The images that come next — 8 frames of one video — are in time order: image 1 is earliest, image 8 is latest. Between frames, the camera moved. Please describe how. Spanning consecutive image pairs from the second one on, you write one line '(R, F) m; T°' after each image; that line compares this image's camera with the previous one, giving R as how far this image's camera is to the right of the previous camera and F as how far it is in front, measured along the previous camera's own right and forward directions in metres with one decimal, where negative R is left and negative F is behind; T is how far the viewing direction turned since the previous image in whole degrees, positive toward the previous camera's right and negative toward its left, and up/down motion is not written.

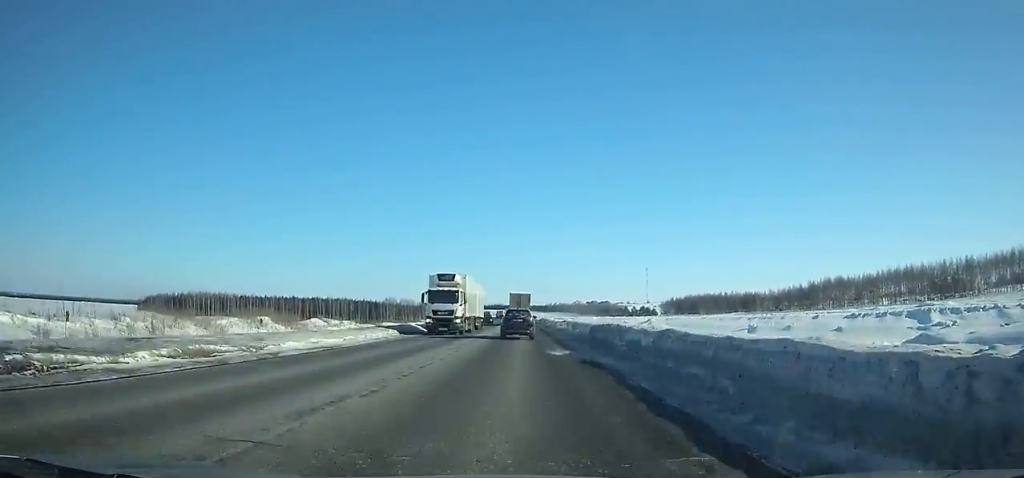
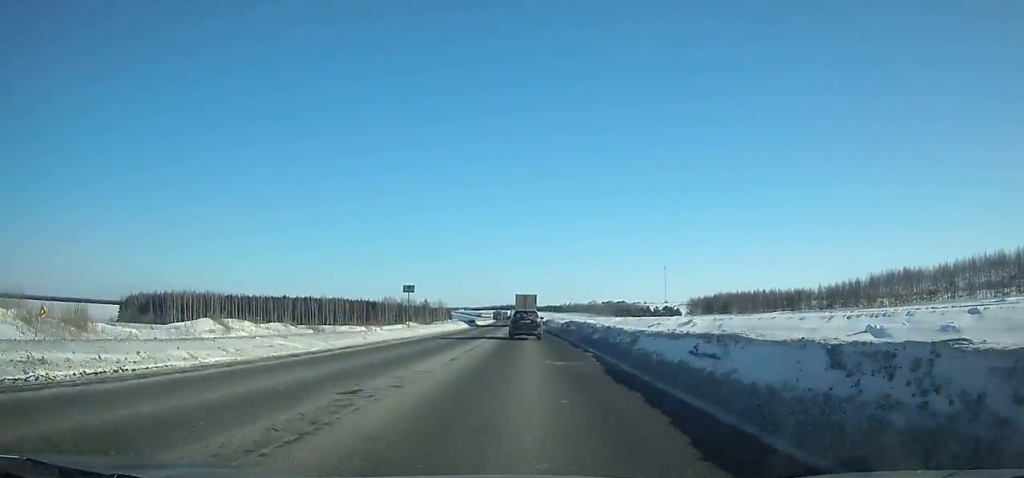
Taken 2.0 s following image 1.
(-0.5, +40.6) m; -1°
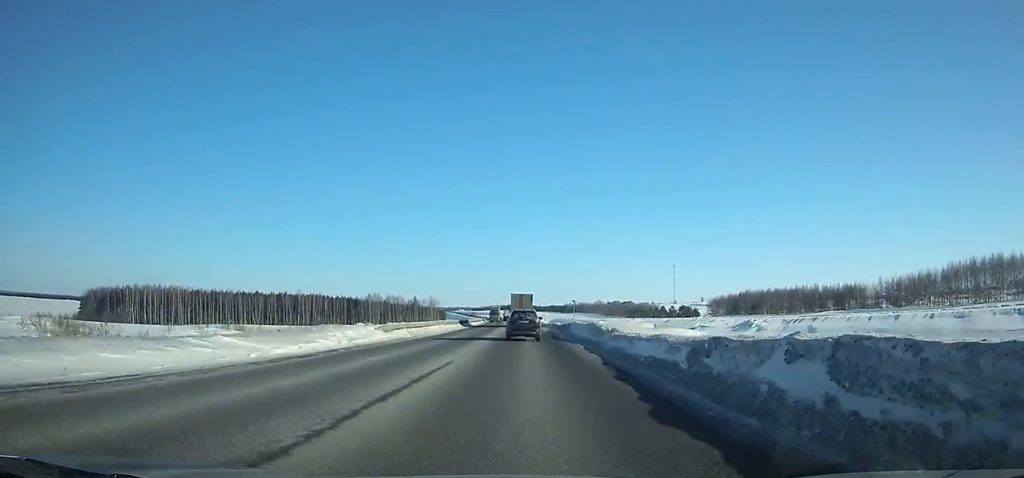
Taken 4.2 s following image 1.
(-0.4, +45.9) m; -1°
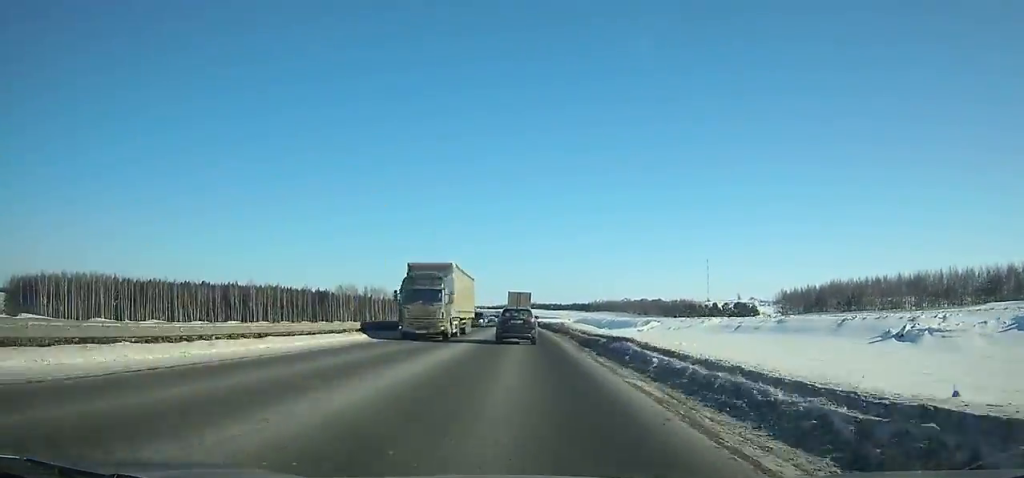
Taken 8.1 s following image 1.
(-0.9, +85.3) m; -1°
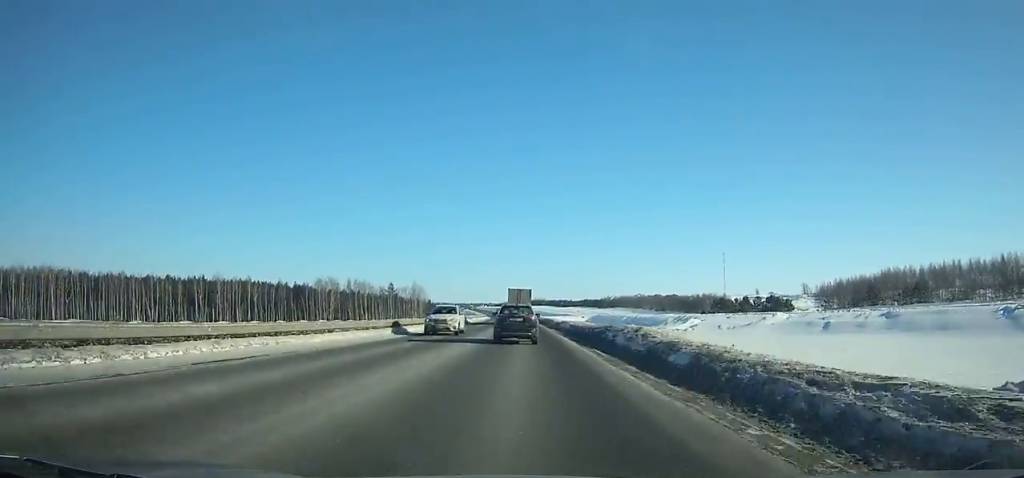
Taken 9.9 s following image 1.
(-0.2, +38.8) m; -1°
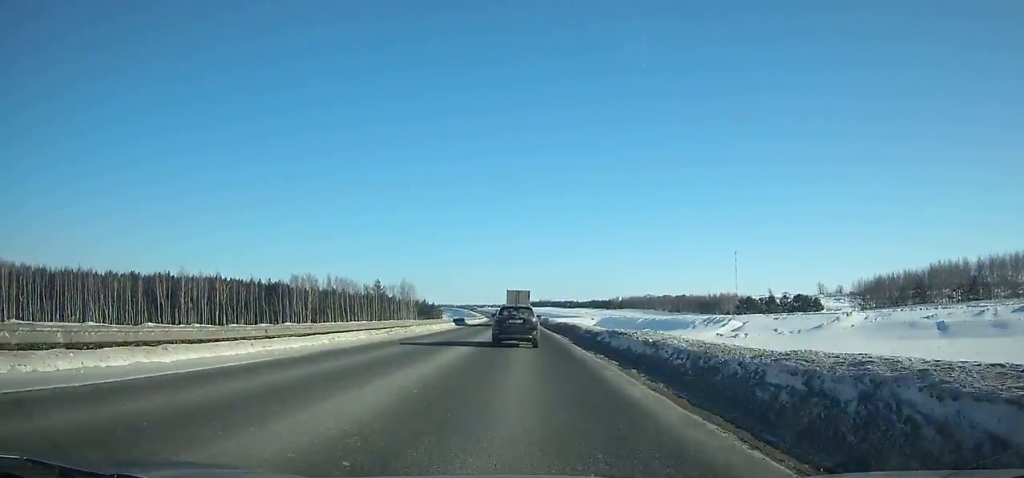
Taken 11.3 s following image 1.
(-0.2, +29.1) m; -1°
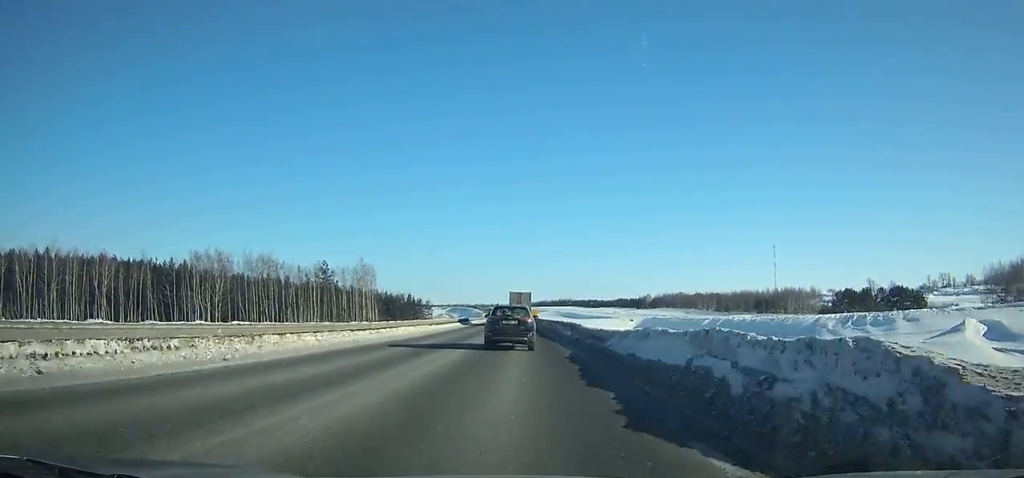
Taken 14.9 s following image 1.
(-1.0, +72.4) m; -2°
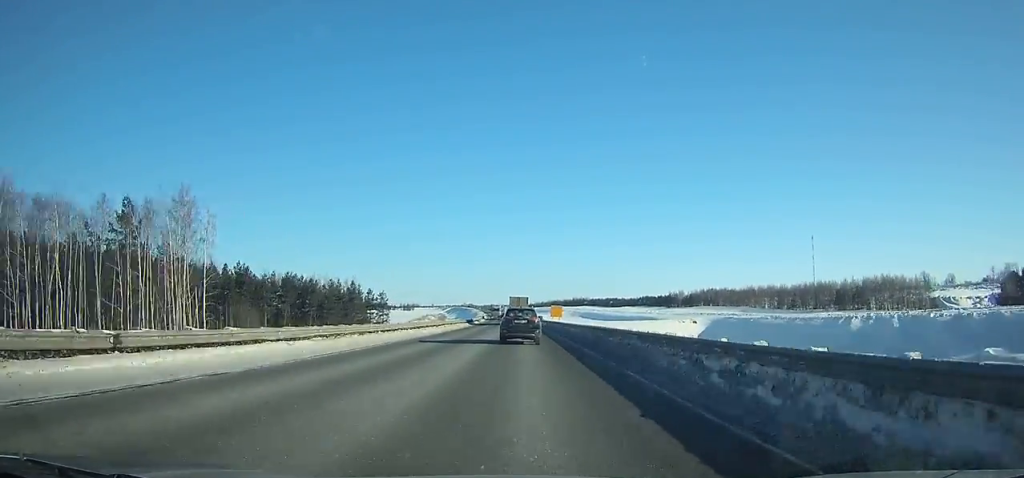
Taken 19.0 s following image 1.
(-1.4, +80.5) m; -2°
